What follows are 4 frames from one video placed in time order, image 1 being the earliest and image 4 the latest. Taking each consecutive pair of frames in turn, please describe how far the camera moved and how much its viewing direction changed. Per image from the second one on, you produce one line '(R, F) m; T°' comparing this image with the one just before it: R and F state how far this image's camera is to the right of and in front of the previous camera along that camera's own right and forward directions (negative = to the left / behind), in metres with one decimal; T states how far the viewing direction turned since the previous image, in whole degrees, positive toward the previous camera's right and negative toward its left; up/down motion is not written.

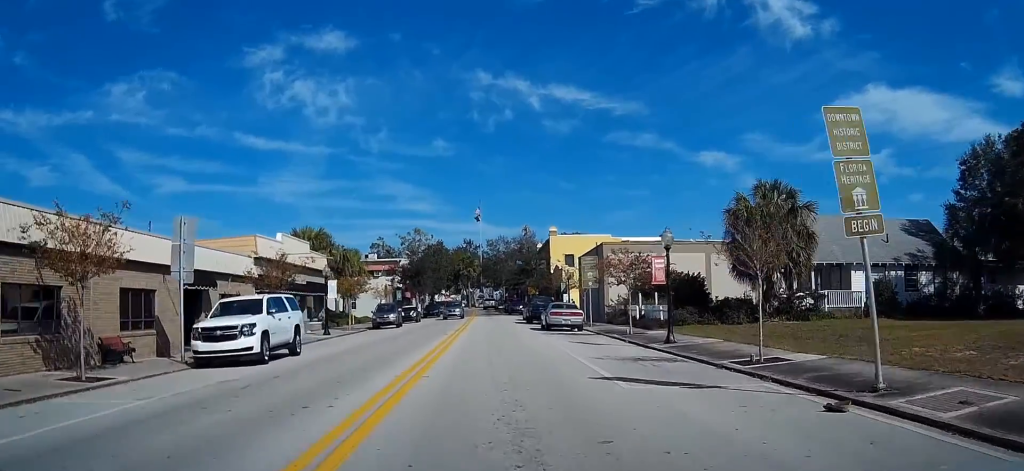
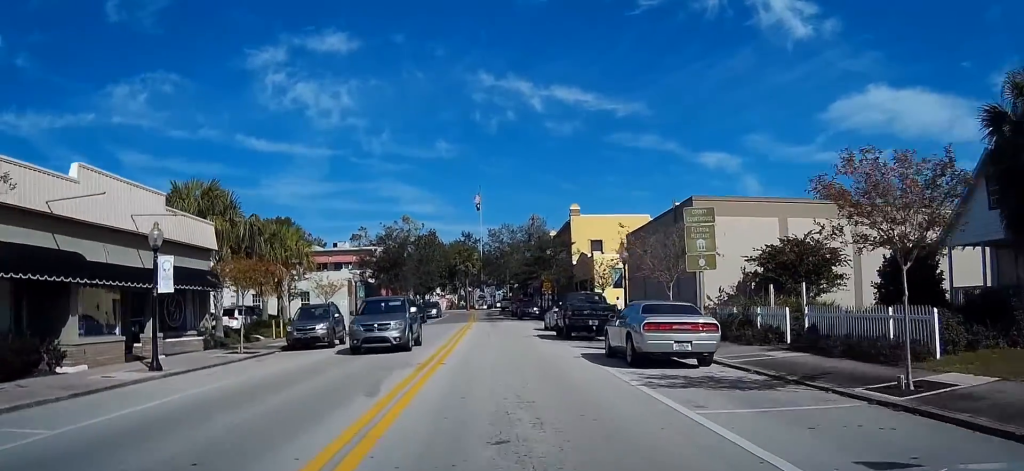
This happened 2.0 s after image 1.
(+0.5, +21.2) m; +2°
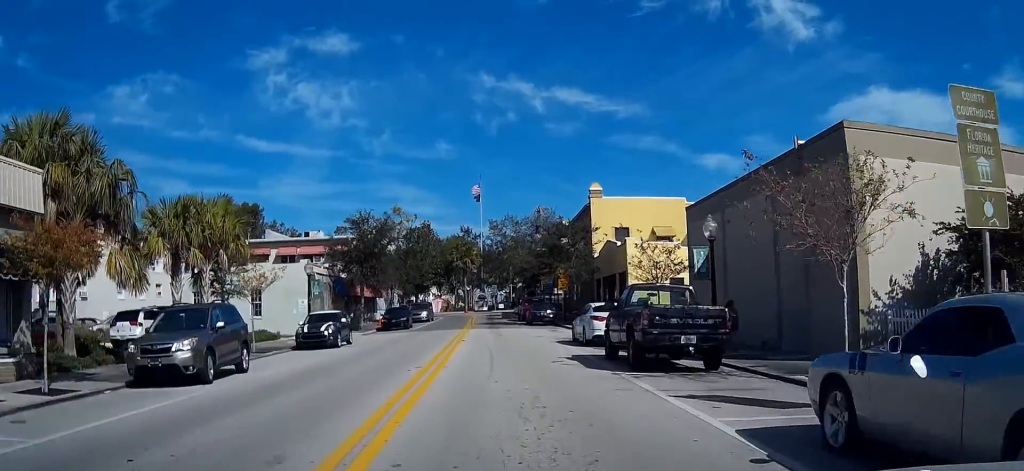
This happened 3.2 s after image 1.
(0.0, +12.7) m; 0°
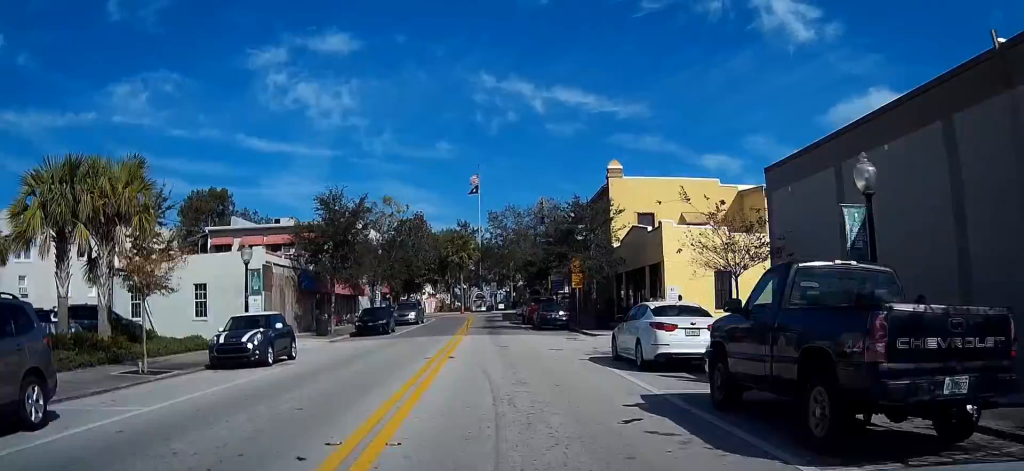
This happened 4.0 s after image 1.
(0.0, +9.0) m; +1°
